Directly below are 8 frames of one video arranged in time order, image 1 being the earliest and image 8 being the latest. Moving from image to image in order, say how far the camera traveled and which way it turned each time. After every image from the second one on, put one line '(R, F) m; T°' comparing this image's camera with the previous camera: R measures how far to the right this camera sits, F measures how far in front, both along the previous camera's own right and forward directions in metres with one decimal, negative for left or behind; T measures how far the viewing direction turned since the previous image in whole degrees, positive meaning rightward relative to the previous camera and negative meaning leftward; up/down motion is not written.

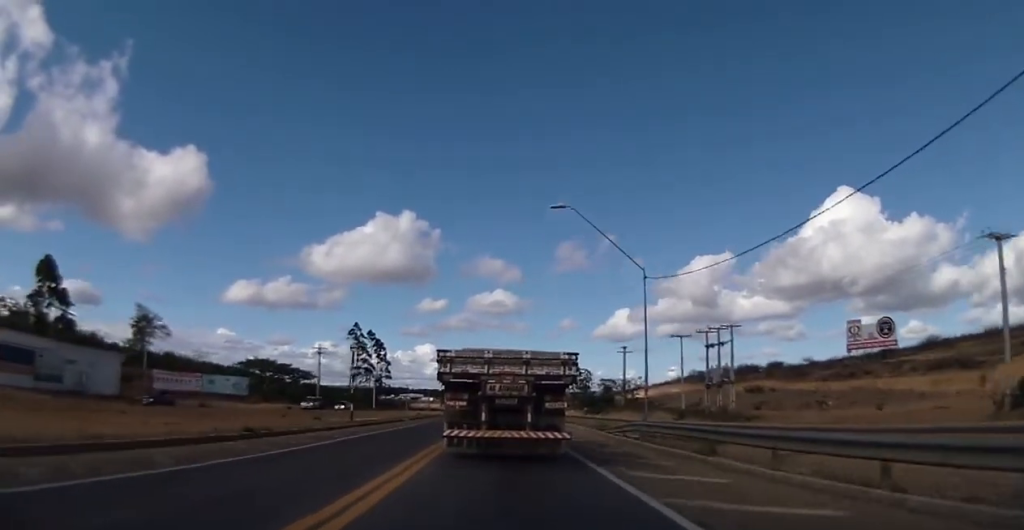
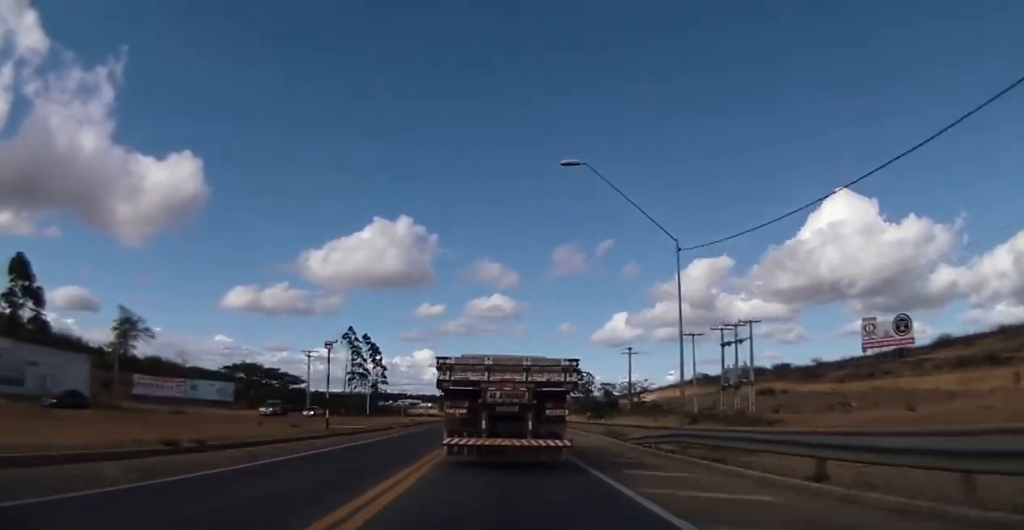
(0.0, +6.0) m; 0°
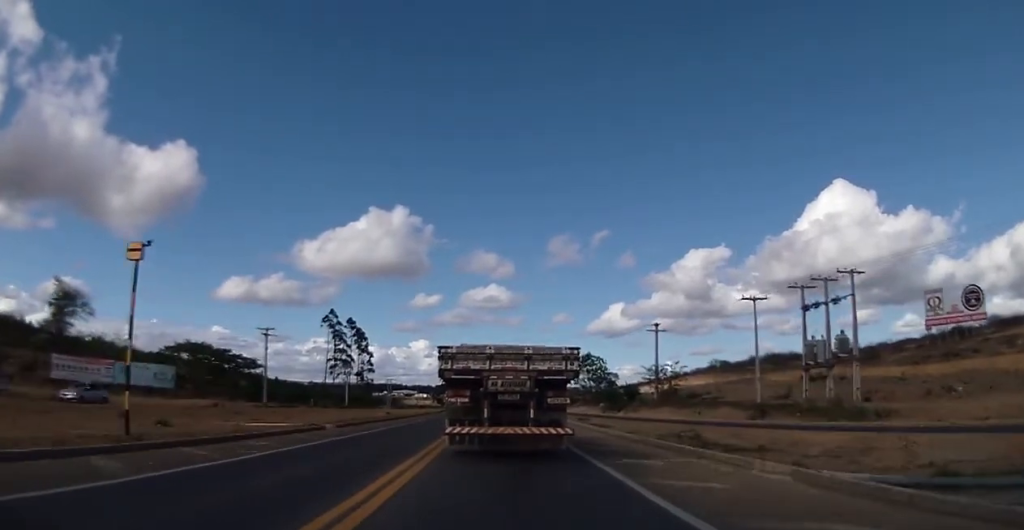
(0.0, +20.4) m; 0°
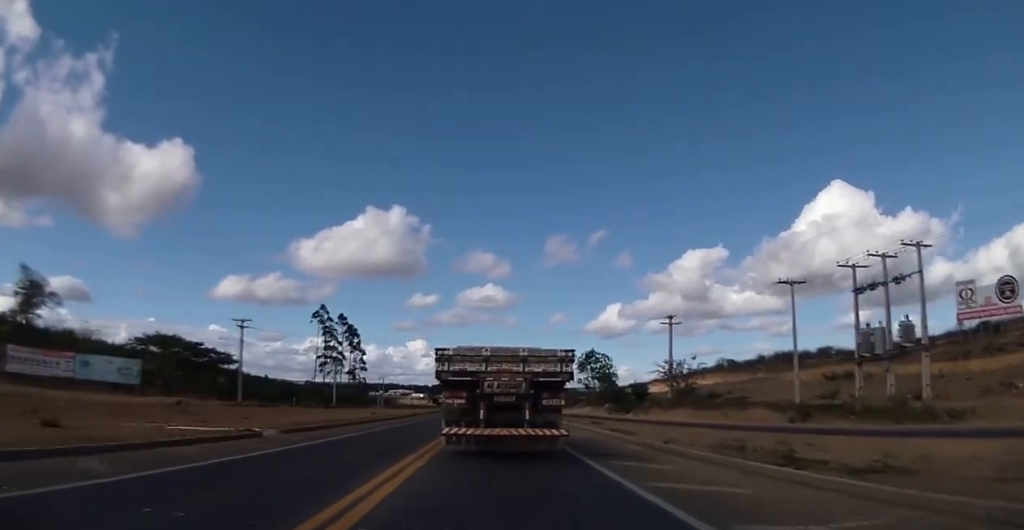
(0.0, +8.6) m; 0°
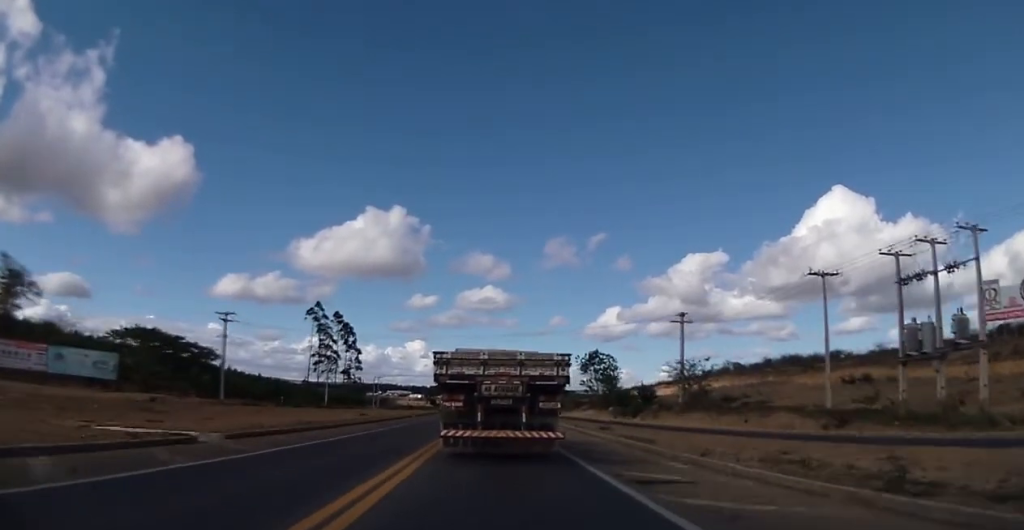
(0.0, +5.4) m; -1°
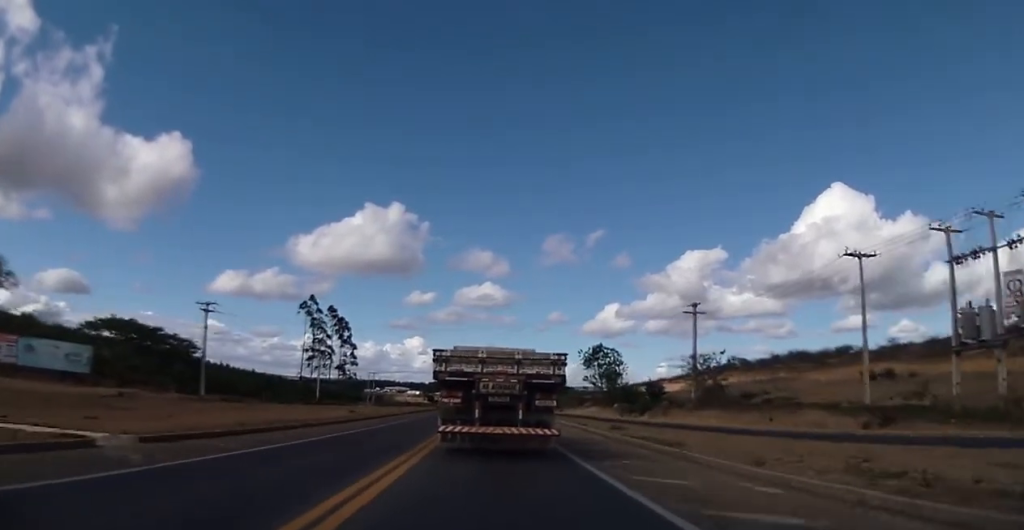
(0.0, +5.4) m; 0°
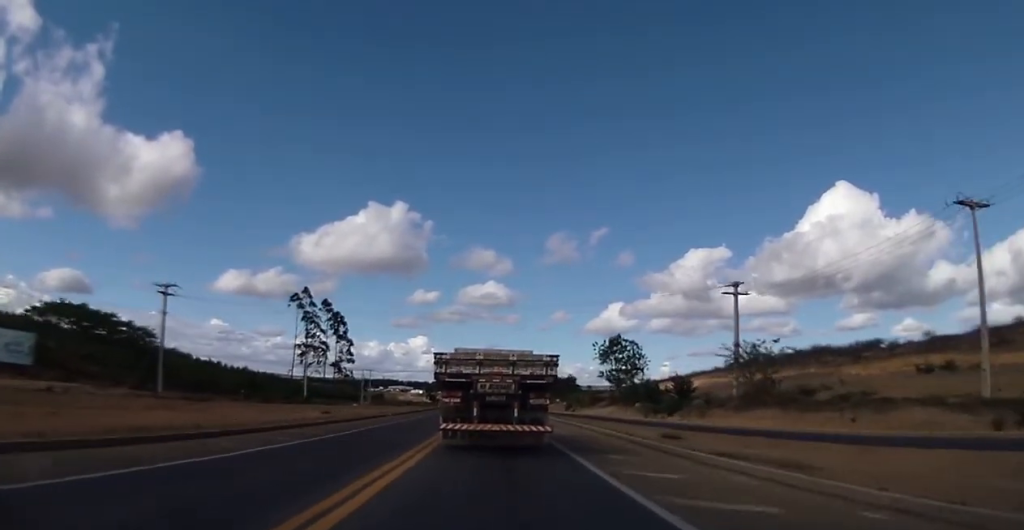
(-0.1, +11.3) m; +1°
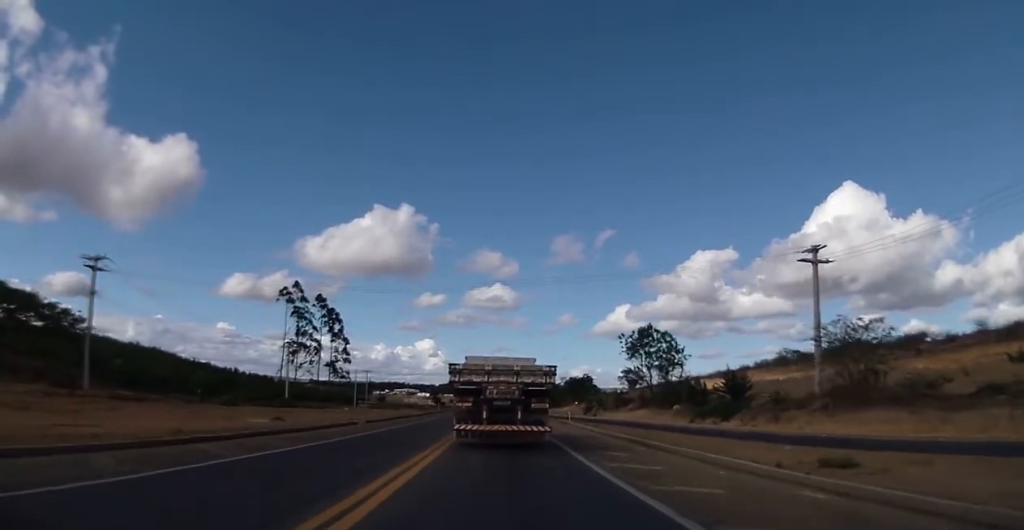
(+0.4, +14.6) m; 0°
